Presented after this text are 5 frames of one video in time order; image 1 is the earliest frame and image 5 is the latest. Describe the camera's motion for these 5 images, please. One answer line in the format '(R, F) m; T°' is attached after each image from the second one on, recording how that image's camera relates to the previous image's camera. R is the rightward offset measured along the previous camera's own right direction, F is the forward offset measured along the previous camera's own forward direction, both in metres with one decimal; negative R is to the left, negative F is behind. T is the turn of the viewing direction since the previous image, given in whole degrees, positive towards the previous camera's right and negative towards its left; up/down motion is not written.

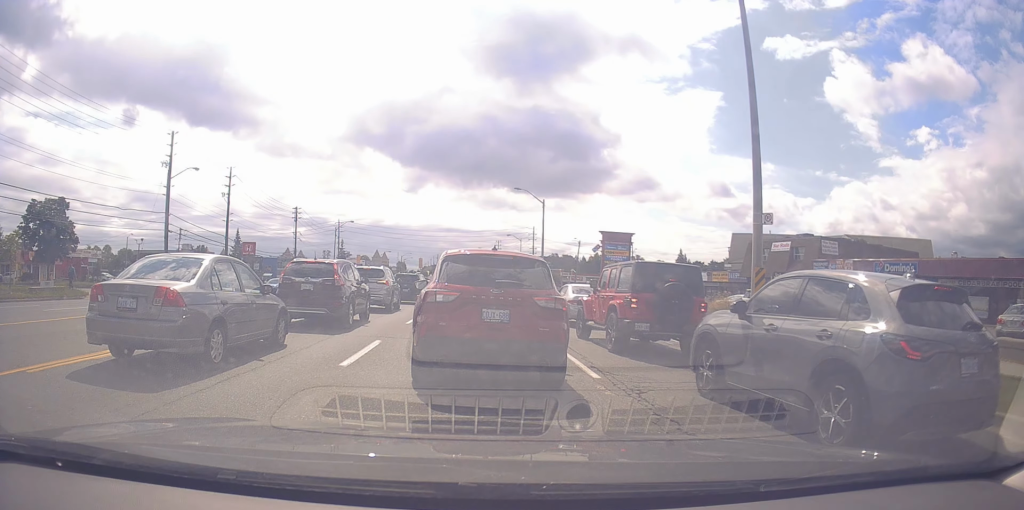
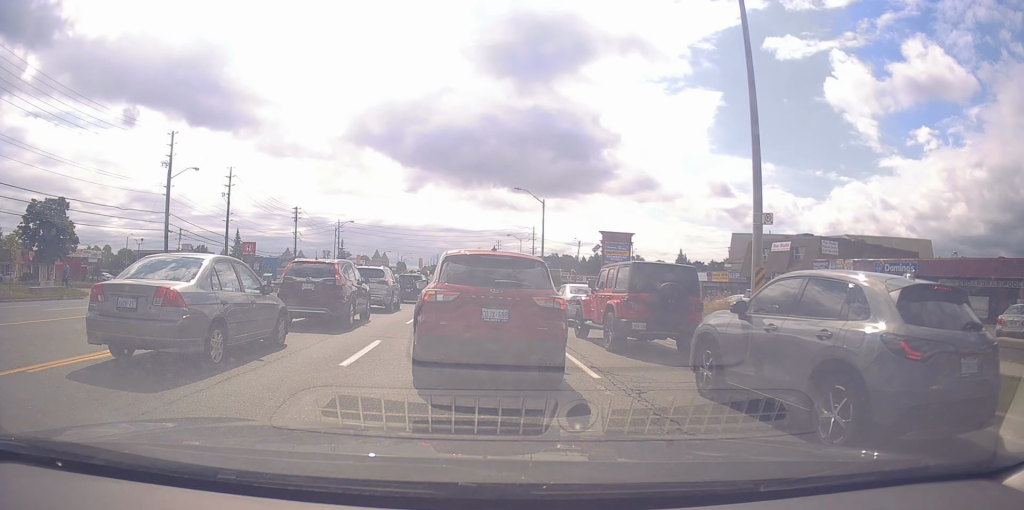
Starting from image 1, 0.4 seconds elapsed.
(0.0, 0.0) m; 0°
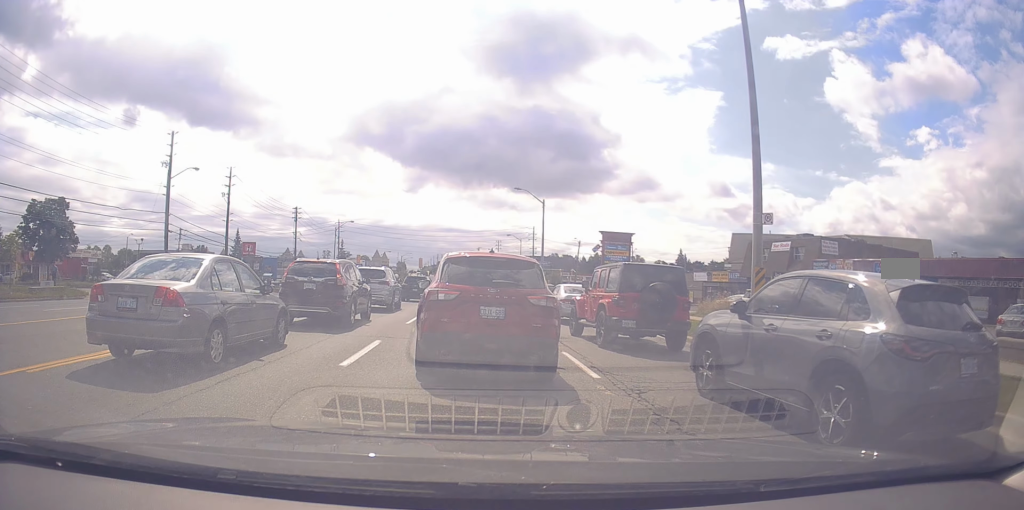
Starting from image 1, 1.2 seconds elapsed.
(0.0, 0.0) m; 0°
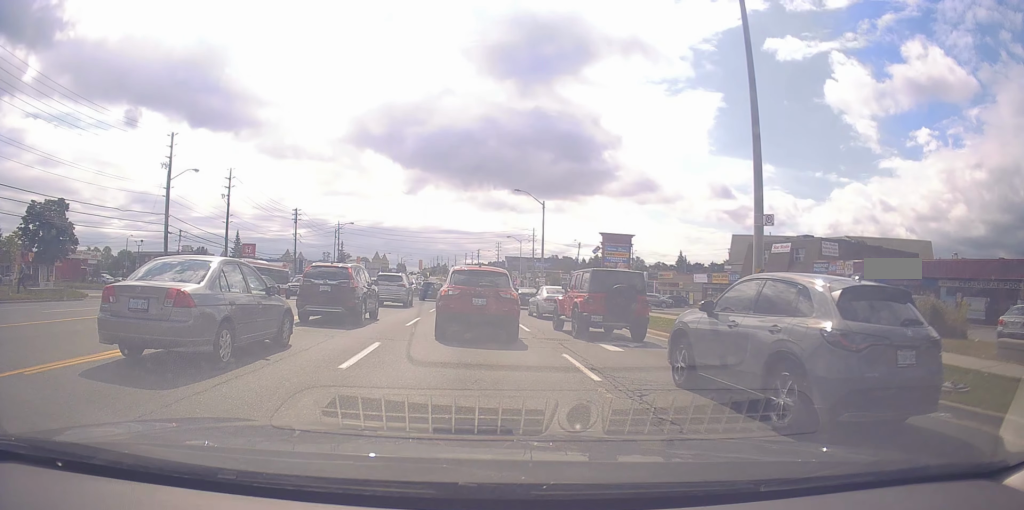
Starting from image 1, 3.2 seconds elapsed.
(0.0, 0.0) m; 0°
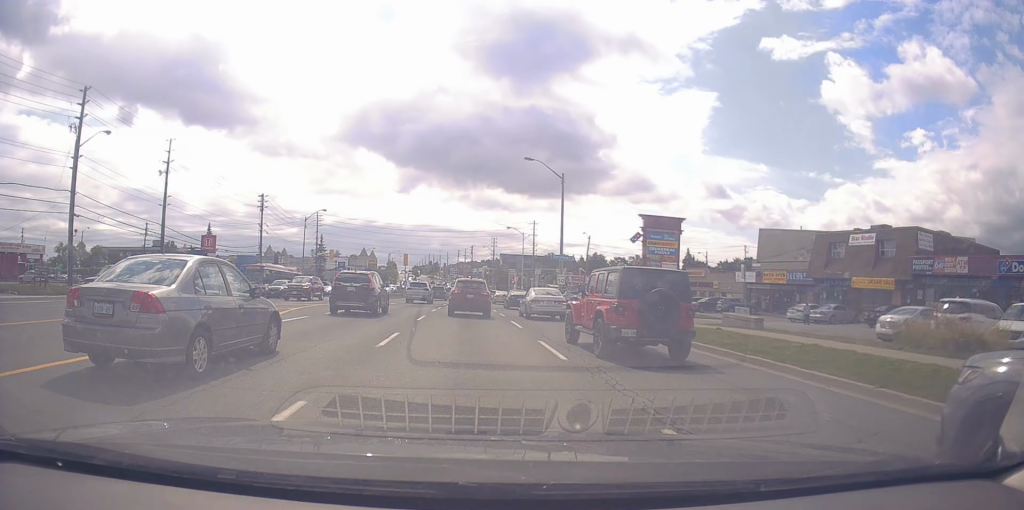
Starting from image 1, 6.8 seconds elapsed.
(+0.6, +10.2) m; +6°
